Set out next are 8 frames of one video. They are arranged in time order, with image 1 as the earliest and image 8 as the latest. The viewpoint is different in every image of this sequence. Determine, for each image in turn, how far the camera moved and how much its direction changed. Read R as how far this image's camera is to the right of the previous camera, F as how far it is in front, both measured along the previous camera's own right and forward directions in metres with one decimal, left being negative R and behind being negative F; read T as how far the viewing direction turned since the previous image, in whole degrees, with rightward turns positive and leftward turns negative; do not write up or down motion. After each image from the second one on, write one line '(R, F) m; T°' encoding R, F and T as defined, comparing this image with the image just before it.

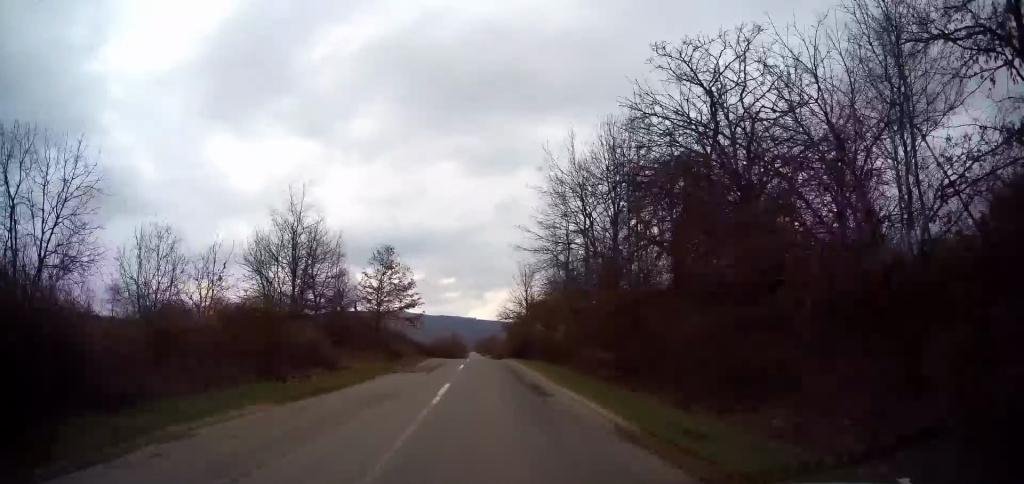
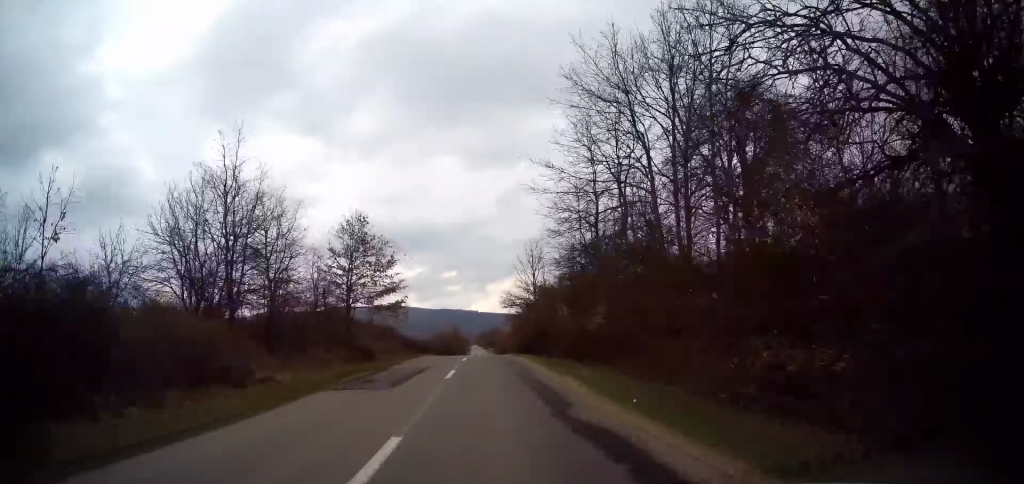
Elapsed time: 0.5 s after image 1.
(-0.1, +9.4) m; -1°
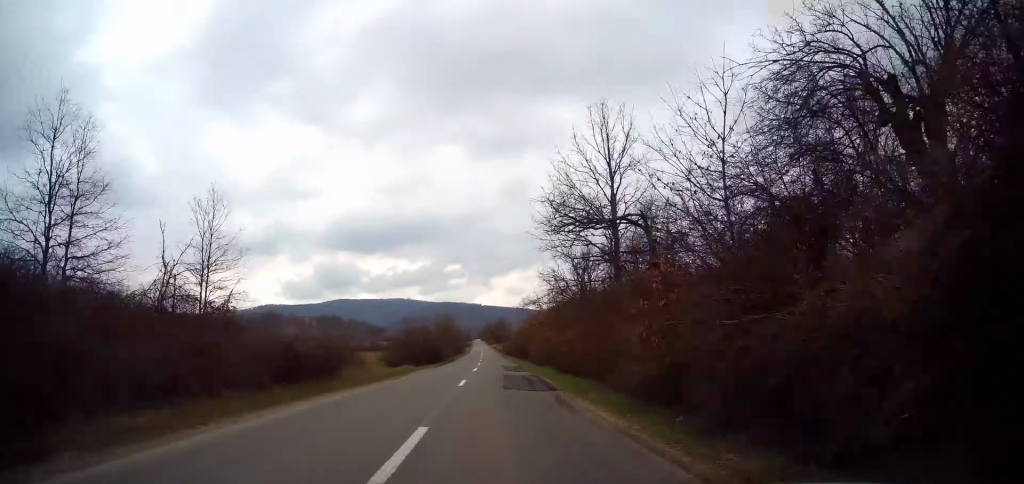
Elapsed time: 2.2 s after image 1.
(-0.4, +34.6) m; +1°
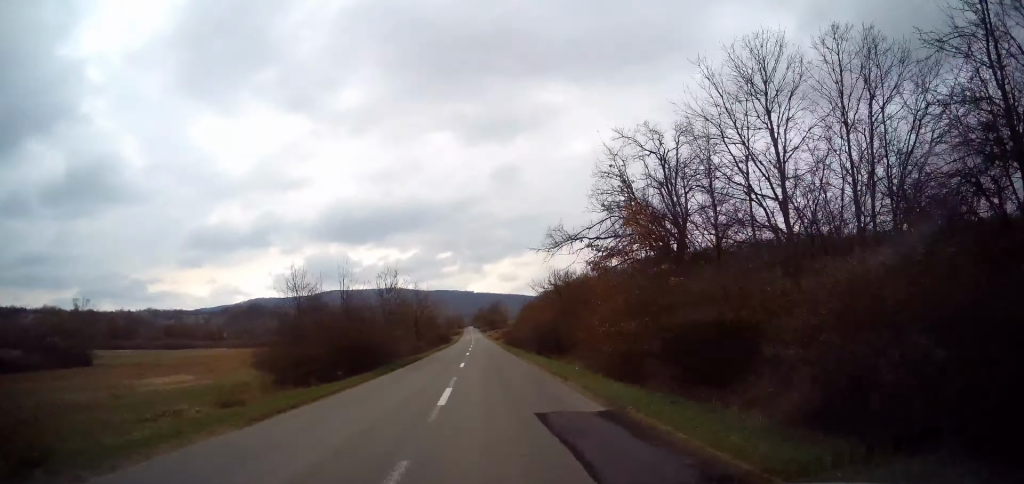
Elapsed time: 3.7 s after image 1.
(+0.5, +31.3) m; 0°
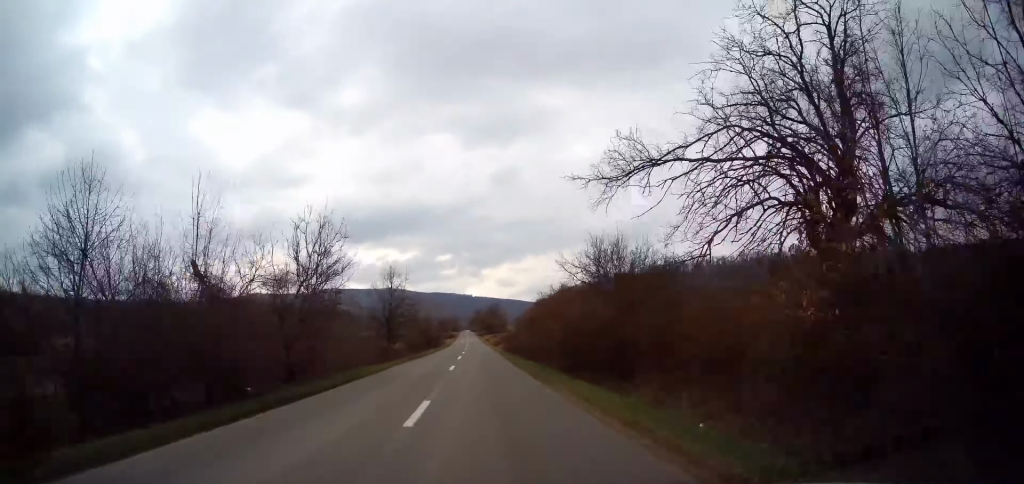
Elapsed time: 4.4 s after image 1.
(-0.1, +14.5) m; 0°
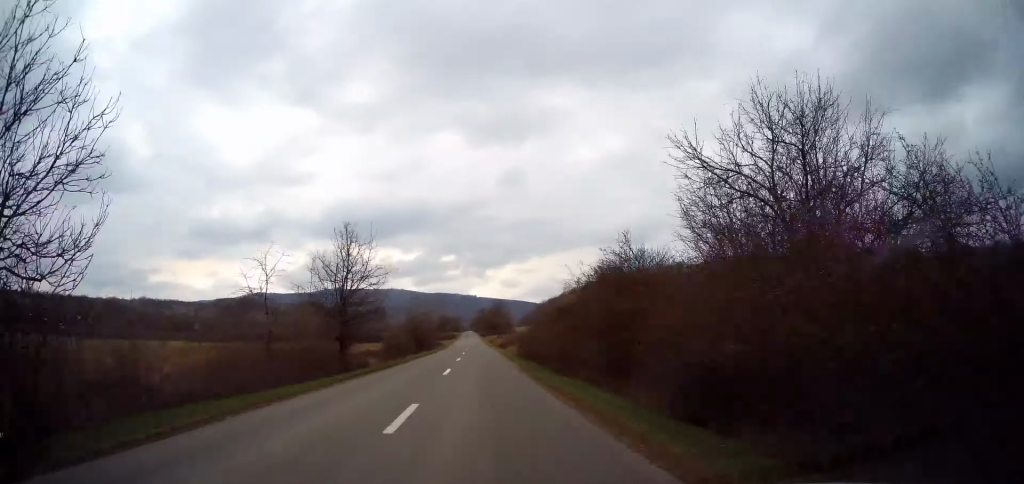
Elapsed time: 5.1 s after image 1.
(-0.1, +14.5) m; 0°
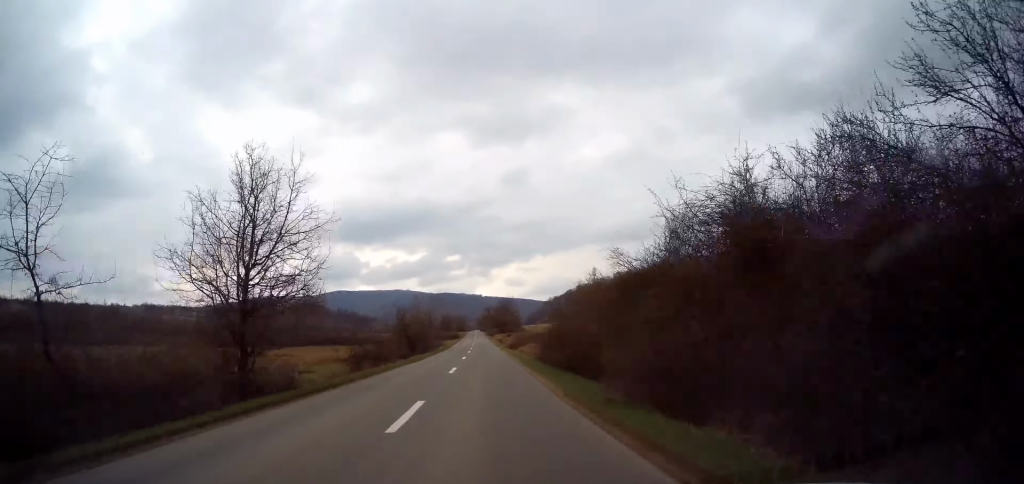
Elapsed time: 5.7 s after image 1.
(0.0, +11.8) m; 0°
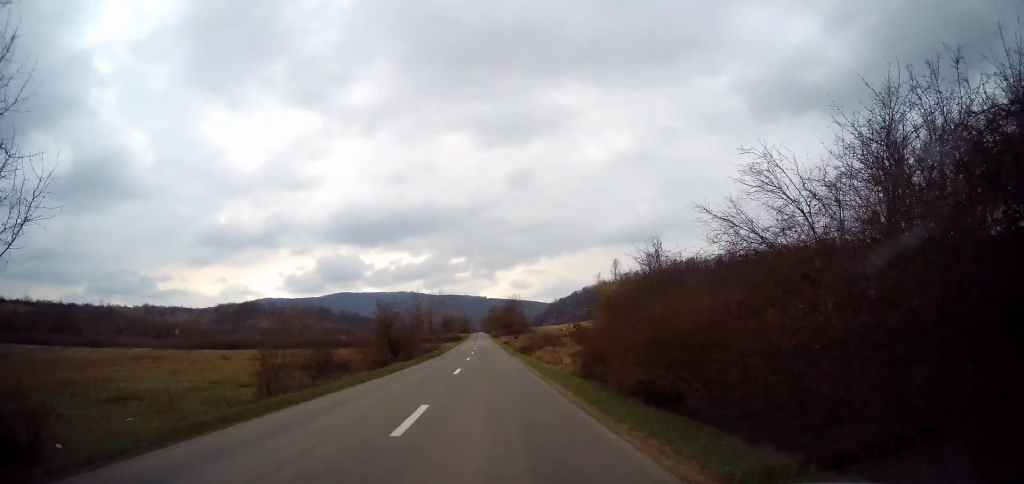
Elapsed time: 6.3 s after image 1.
(0.0, +12.6) m; 0°
